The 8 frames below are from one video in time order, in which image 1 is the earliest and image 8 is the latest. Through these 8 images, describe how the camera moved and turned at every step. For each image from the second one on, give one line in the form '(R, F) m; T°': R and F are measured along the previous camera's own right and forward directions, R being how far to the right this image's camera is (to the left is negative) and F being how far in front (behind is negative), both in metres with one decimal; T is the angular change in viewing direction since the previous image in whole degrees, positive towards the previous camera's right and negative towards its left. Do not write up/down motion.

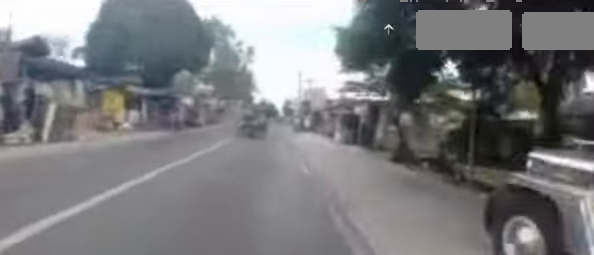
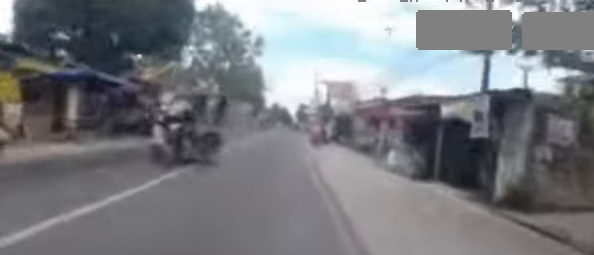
(0.0, +8.2) m; 0°
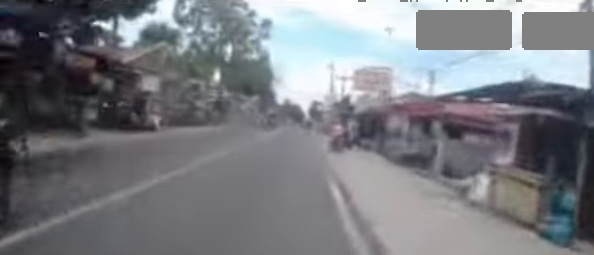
(0.0, +5.0) m; -2°
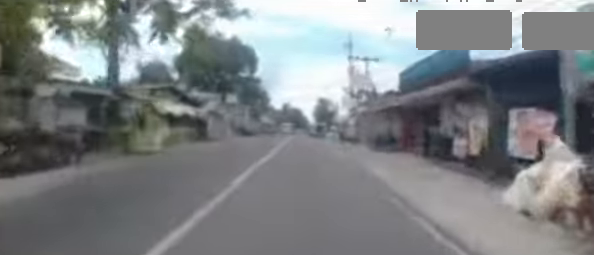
(-0.4, +19.4) m; +1°
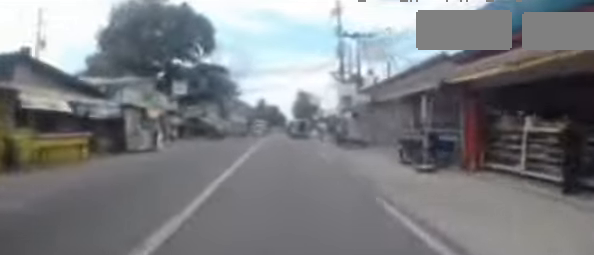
(+0.1, +7.9) m; +1°
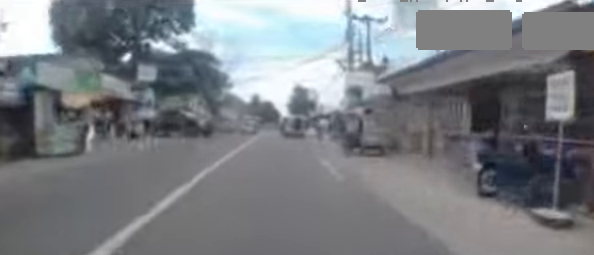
(0.0, +4.1) m; 0°
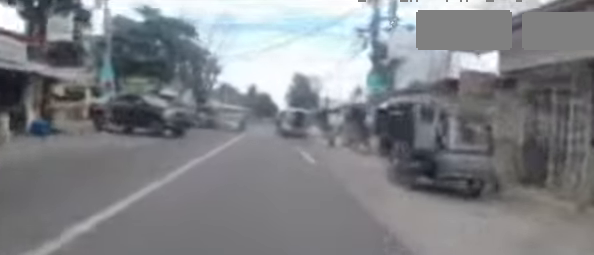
(0.0, +6.4) m; -1°
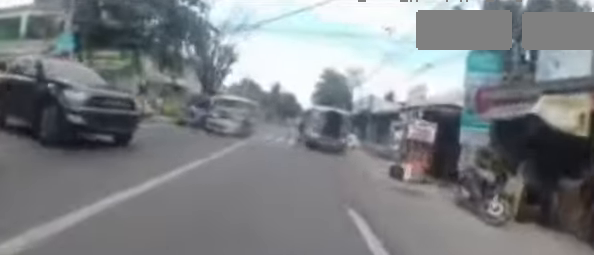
(-0.1, +7.0) m; -1°
